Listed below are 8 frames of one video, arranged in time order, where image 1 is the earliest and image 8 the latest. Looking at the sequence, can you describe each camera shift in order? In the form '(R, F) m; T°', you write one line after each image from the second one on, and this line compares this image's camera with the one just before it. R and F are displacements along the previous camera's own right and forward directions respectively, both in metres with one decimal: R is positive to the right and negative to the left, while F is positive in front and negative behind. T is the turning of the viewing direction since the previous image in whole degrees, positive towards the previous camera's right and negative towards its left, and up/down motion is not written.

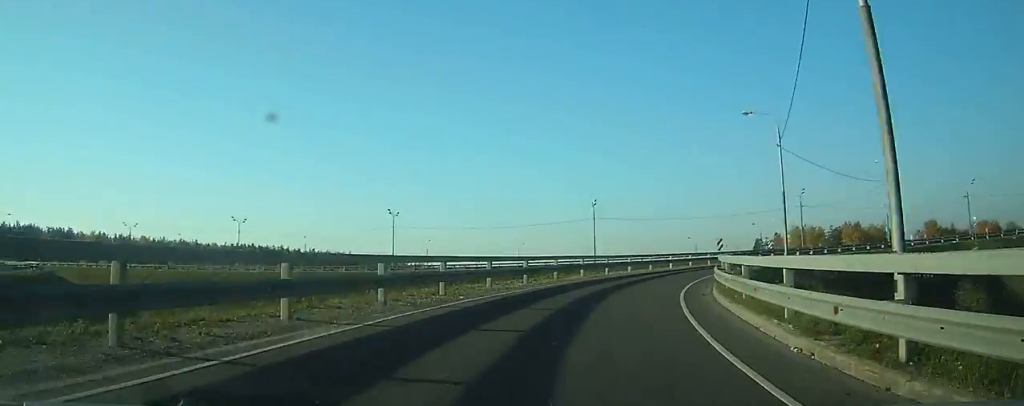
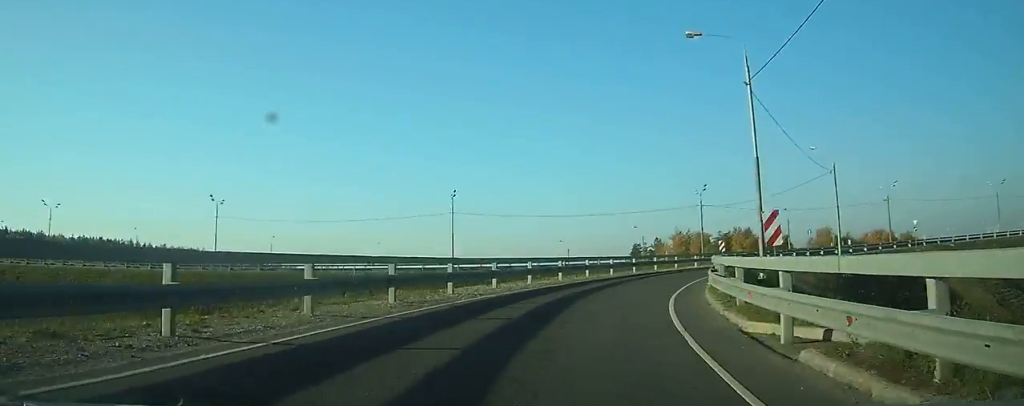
(+1.6, +18.7) m; +13°
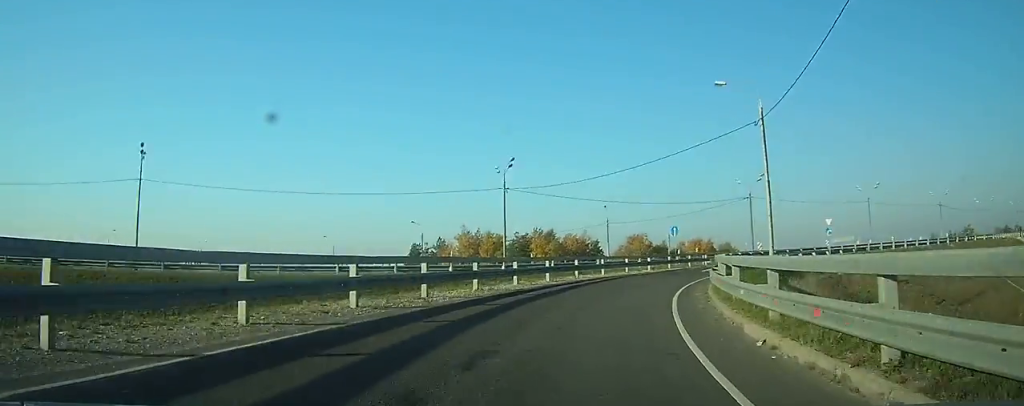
(+5.5, +27.9) m; +21°
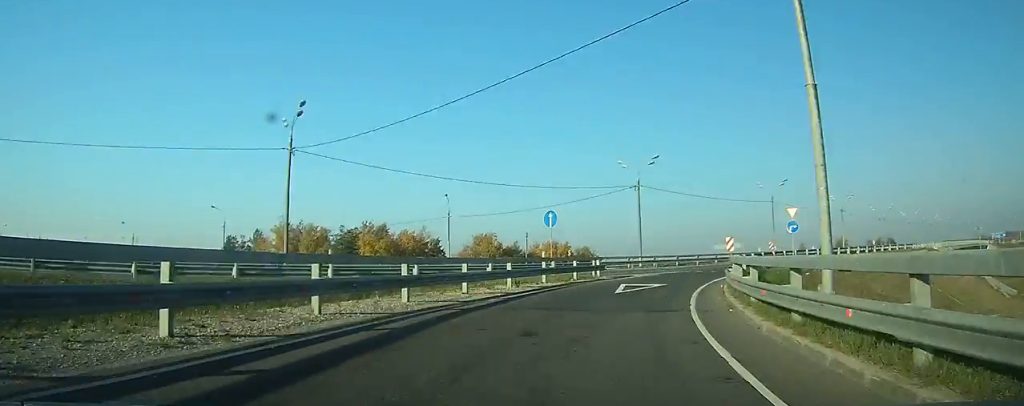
(+2.5, +20.7) m; +16°
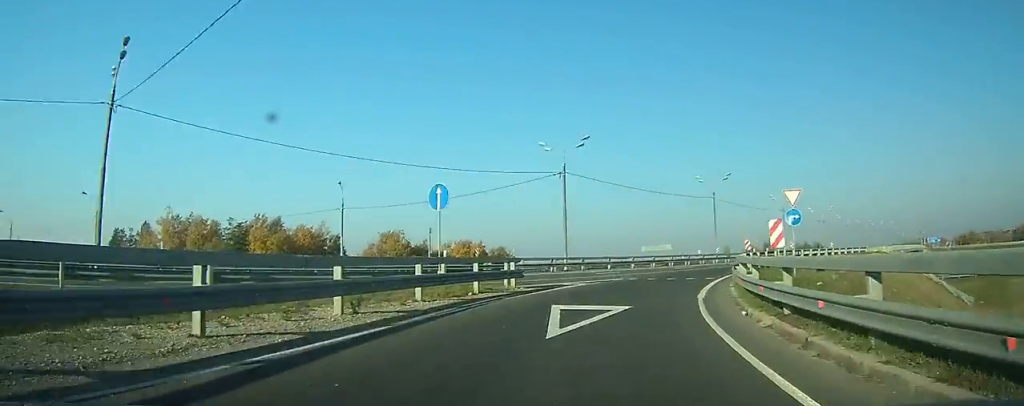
(+1.6, +10.8) m; +8°
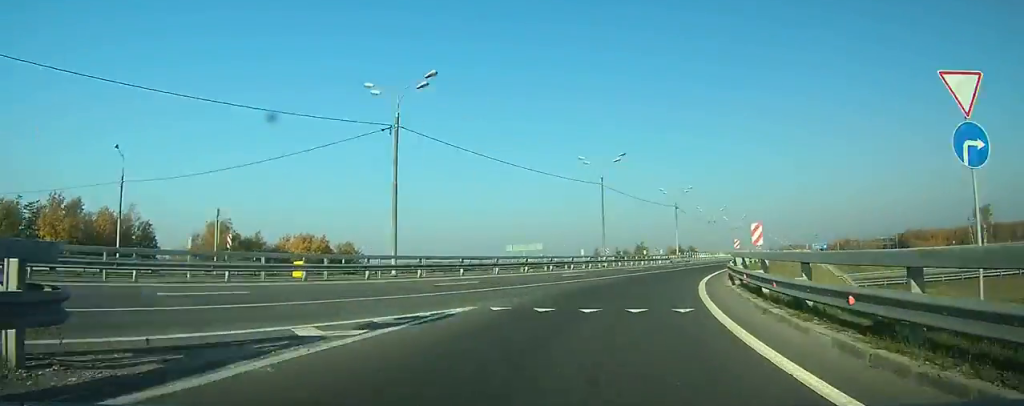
(+1.5, +17.5) m; +12°
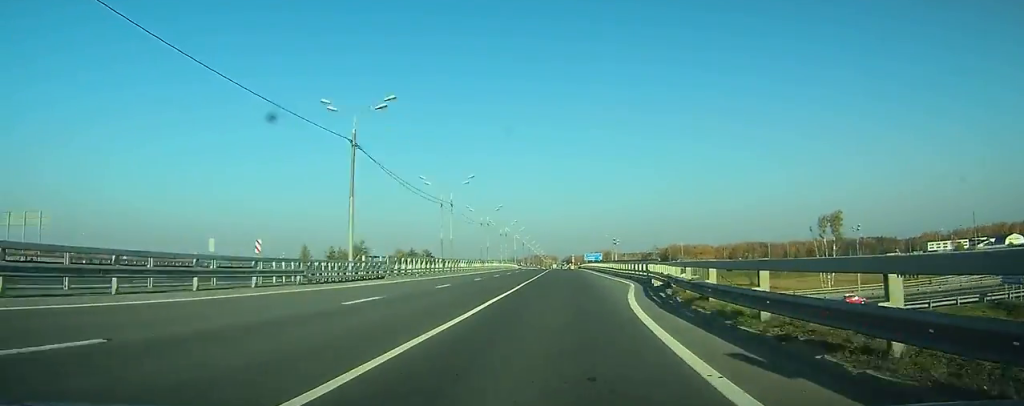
(+15.4, +54.5) m; +24°
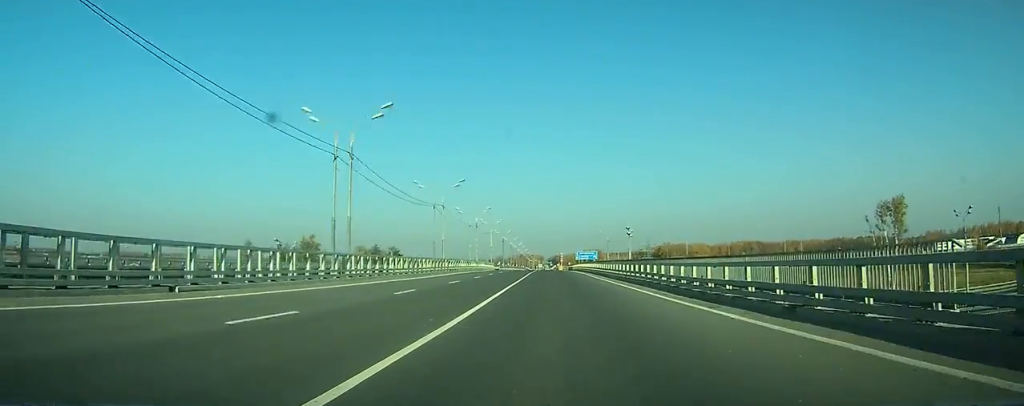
(+0.9, +28.8) m; +3°
